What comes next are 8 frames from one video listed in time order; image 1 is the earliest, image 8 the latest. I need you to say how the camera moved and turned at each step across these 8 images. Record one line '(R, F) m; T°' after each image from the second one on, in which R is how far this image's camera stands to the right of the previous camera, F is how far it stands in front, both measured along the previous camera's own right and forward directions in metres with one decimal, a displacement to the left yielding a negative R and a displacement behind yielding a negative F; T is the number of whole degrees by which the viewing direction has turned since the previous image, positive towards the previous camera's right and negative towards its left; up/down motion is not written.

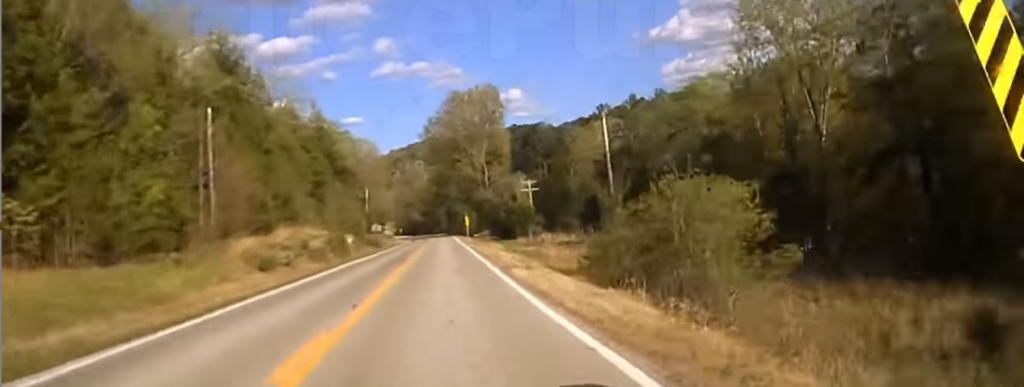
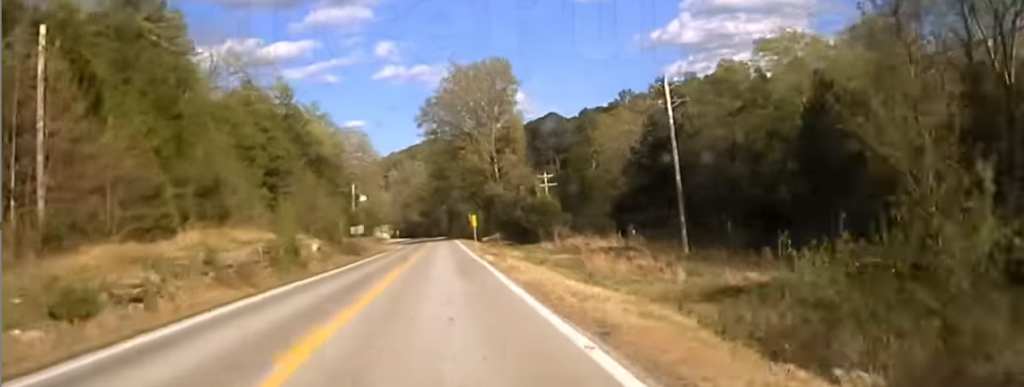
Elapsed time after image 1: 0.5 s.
(0.0, +20.5) m; 0°
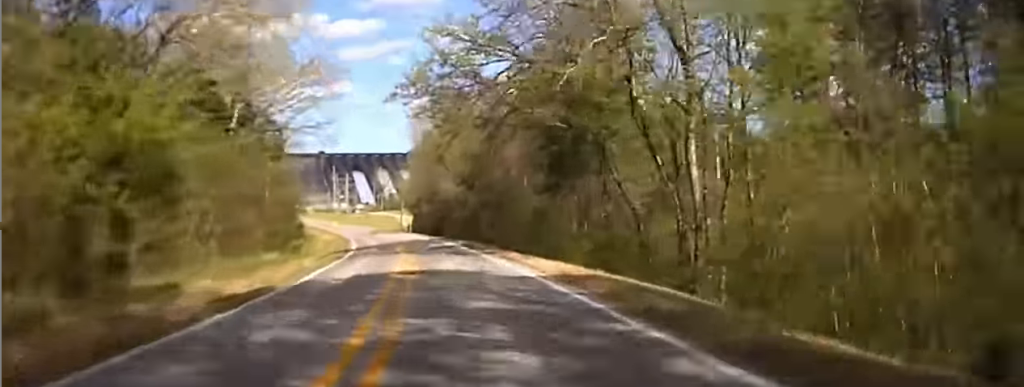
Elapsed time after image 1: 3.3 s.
(-5.7, +129.5) m; -8°
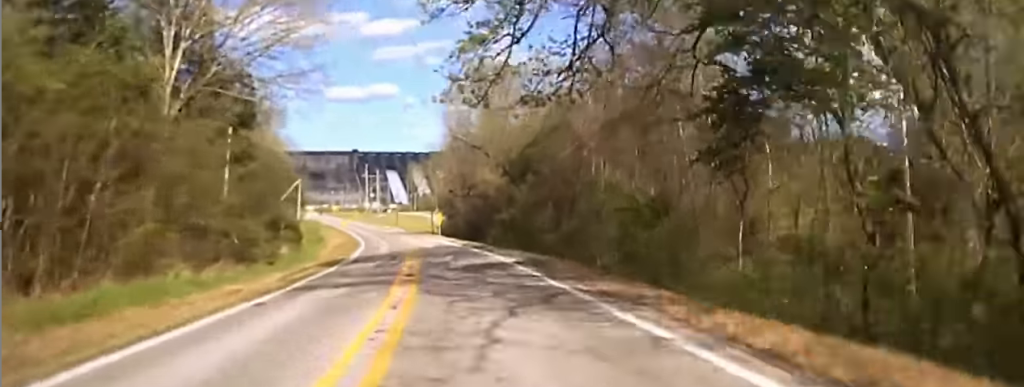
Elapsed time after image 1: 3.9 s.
(-0.2, +25.5) m; 0°
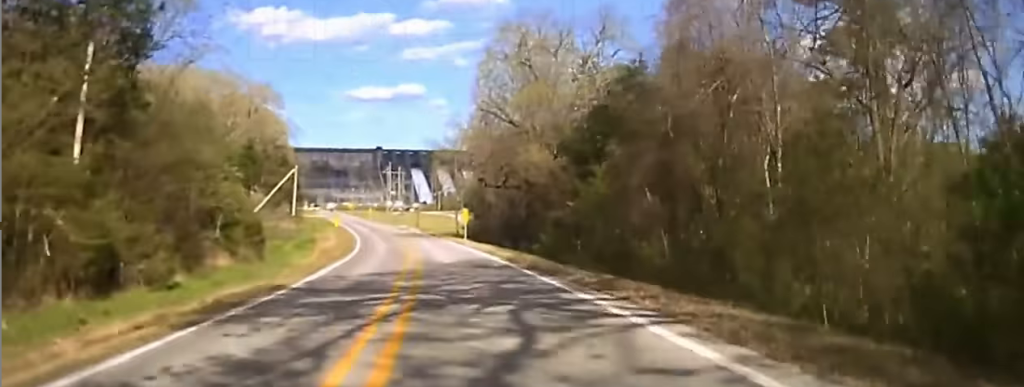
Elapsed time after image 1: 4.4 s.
(0.0, +24.0) m; 0°
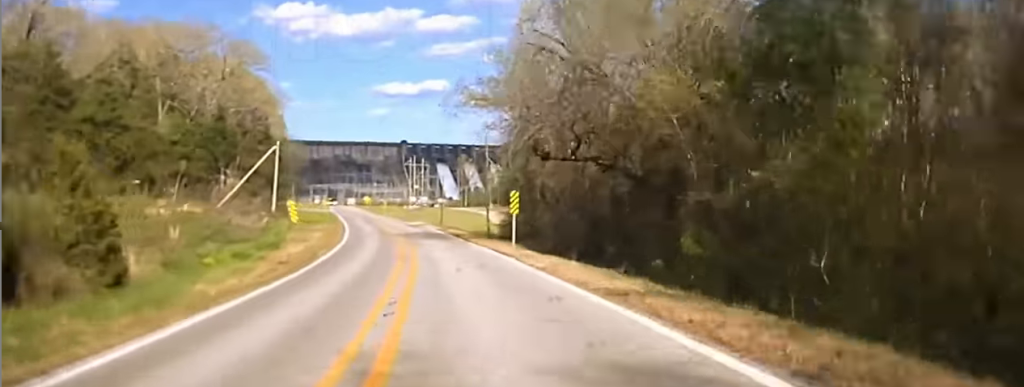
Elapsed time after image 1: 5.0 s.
(0.0, +26.5) m; 0°
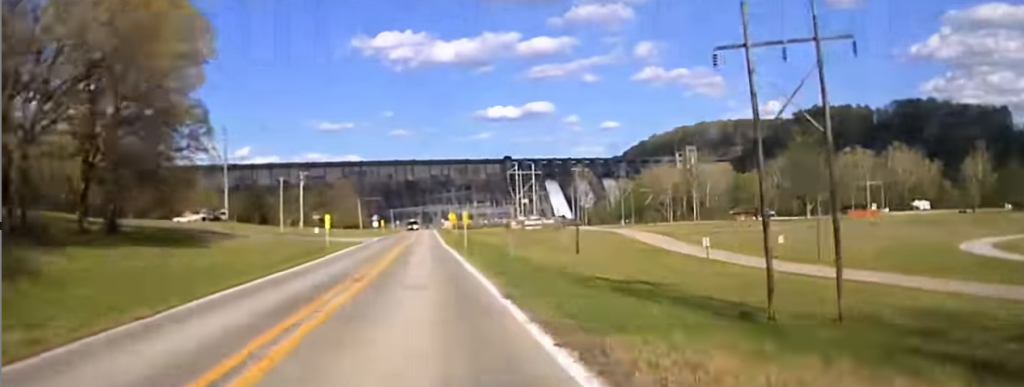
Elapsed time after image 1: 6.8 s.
(-3.2, +77.6) m; -8°
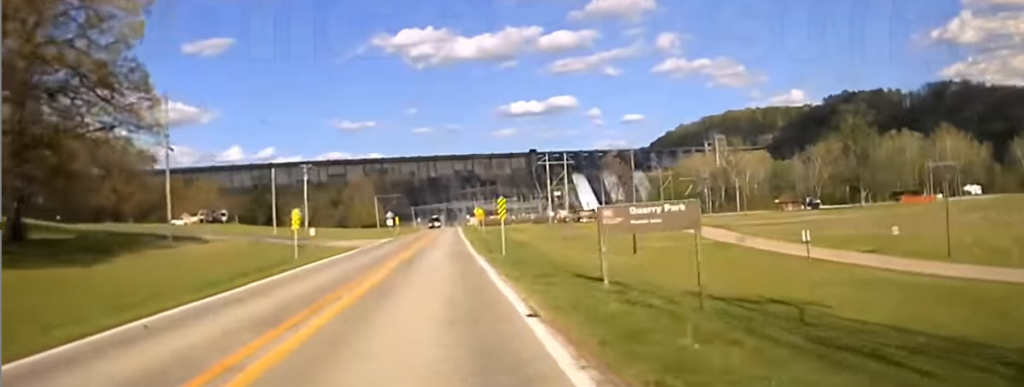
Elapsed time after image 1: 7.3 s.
(-1.1, +18.2) m; -2°
